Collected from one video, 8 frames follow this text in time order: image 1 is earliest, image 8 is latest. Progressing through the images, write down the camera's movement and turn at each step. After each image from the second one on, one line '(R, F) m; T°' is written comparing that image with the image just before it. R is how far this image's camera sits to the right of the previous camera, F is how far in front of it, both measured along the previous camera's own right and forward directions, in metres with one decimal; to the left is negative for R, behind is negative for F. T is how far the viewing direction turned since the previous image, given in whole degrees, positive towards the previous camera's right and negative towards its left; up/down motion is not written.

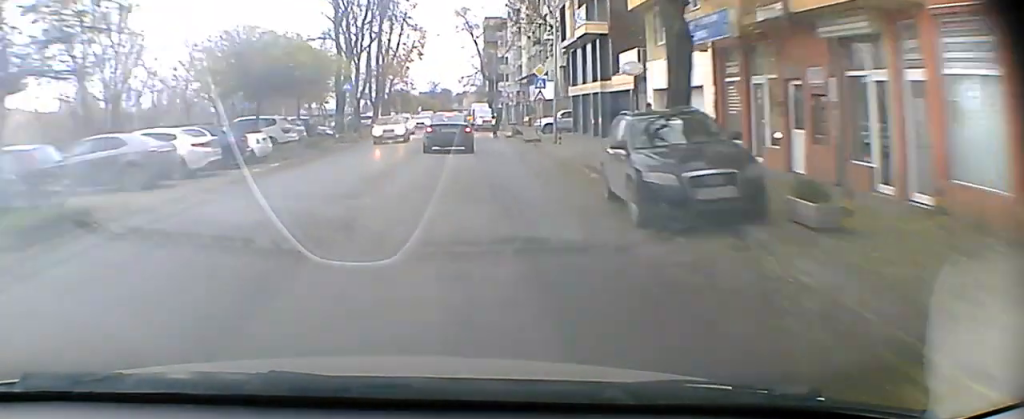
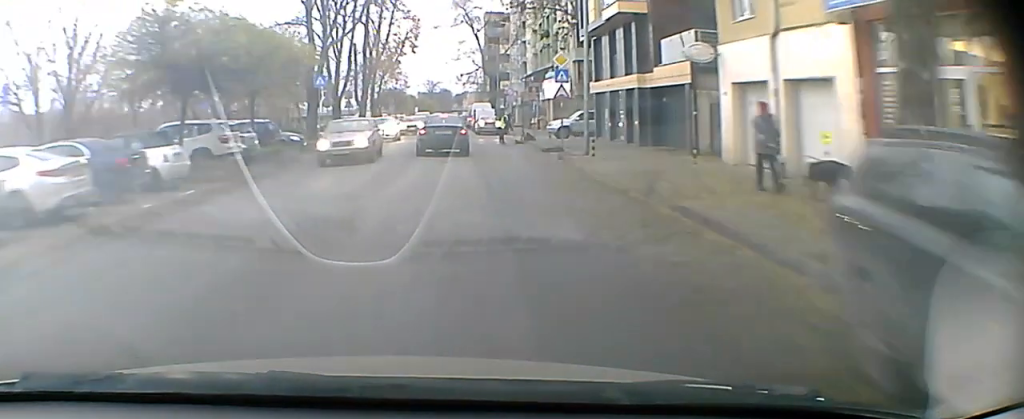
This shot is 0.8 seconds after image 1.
(0.0, +8.2) m; 0°
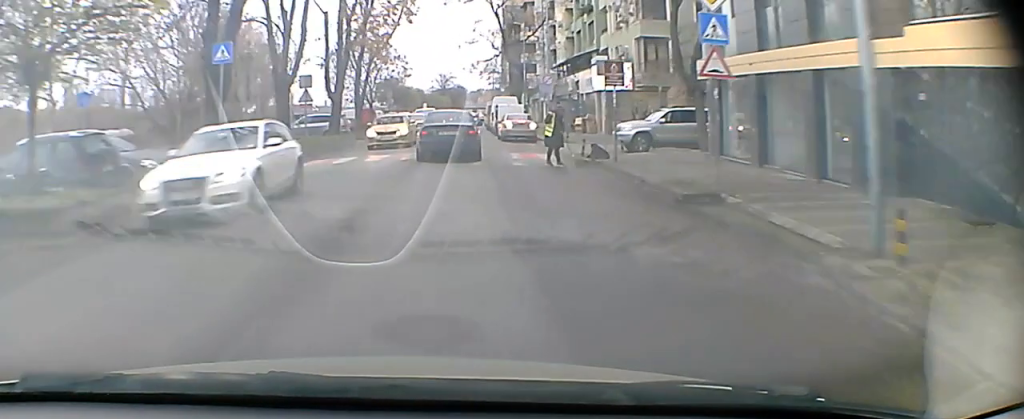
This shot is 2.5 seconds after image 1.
(-0.2, +16.5) m; 0°
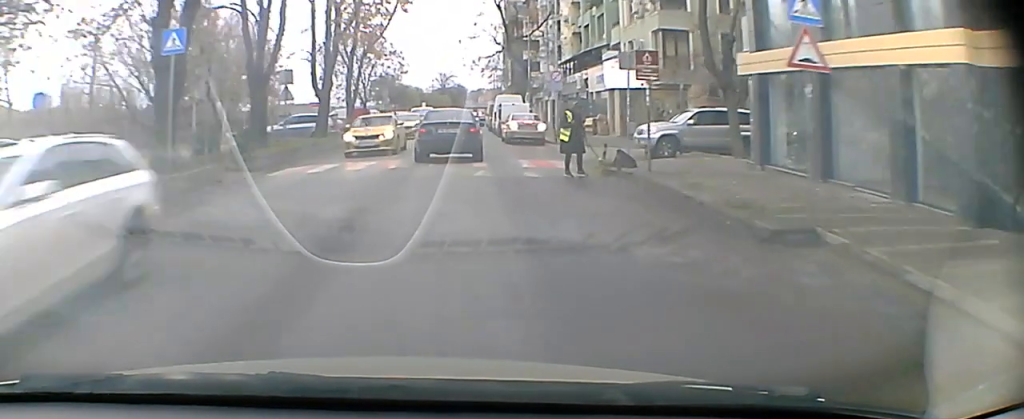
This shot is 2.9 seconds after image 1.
(+0.1, +3.6) m; 0°
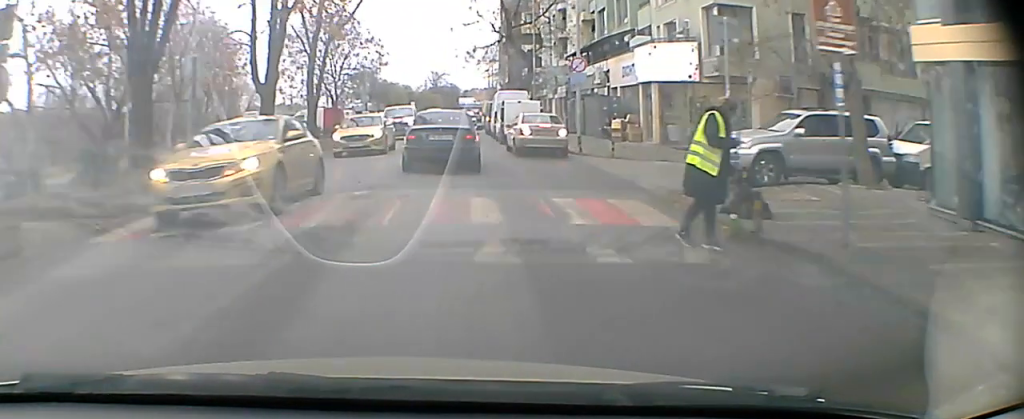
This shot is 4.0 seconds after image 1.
(+0.1, +9.2) m; +1°
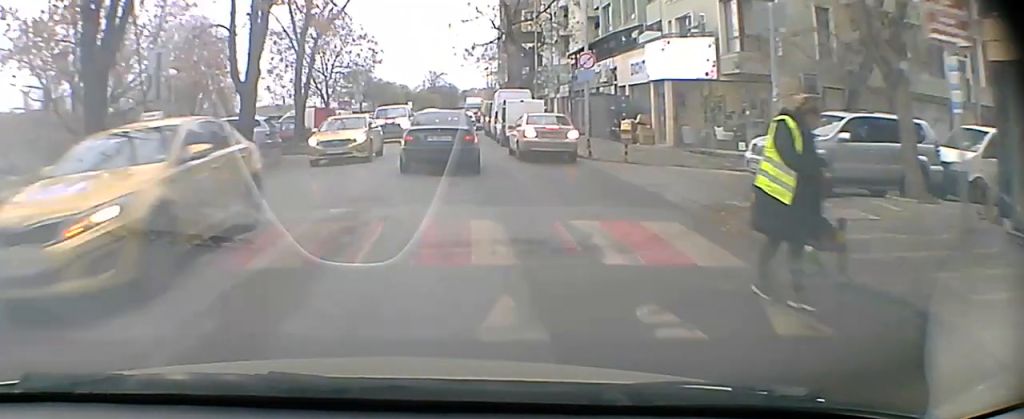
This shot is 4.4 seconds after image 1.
(0.0, +3.1) m; 0°
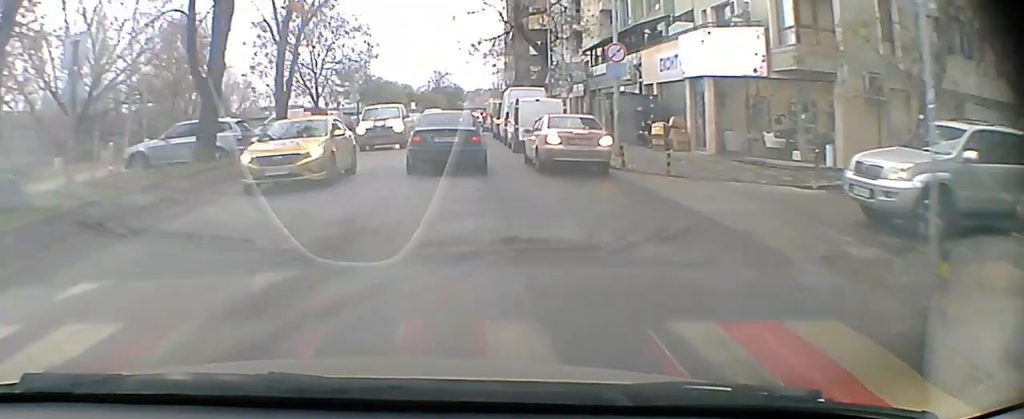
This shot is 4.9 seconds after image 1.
(0.0, +3.6) m; 0°
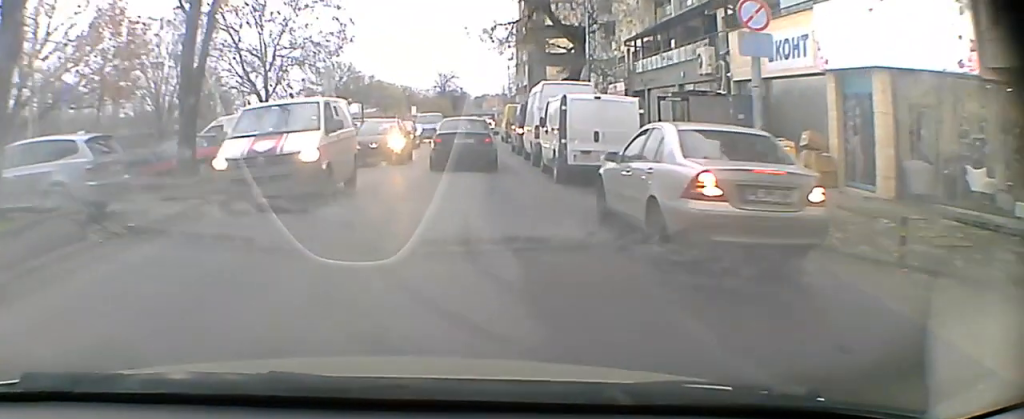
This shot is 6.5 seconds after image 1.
(+0.2, +10.7) m; +4°
